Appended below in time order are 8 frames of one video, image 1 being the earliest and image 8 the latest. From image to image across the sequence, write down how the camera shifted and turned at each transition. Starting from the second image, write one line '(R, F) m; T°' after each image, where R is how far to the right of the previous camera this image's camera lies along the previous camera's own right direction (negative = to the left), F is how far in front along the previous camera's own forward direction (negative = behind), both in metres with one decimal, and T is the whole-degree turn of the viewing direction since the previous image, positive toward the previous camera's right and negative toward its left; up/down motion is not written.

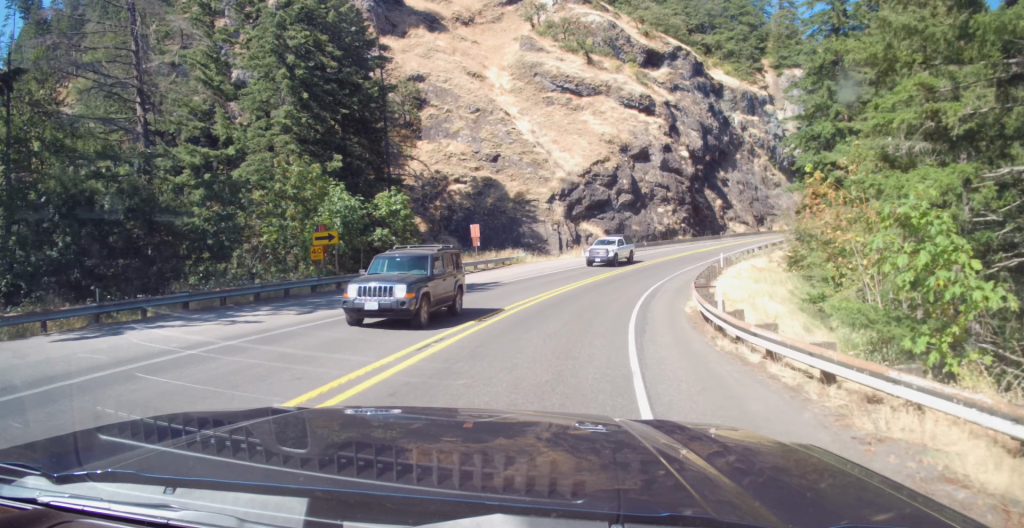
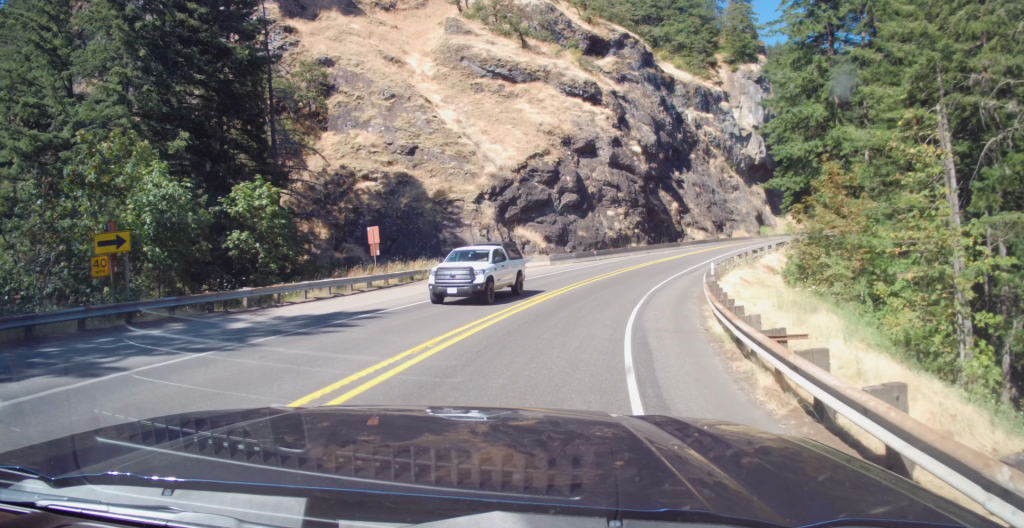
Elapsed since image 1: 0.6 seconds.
(0.0, +11.8) m; 0°
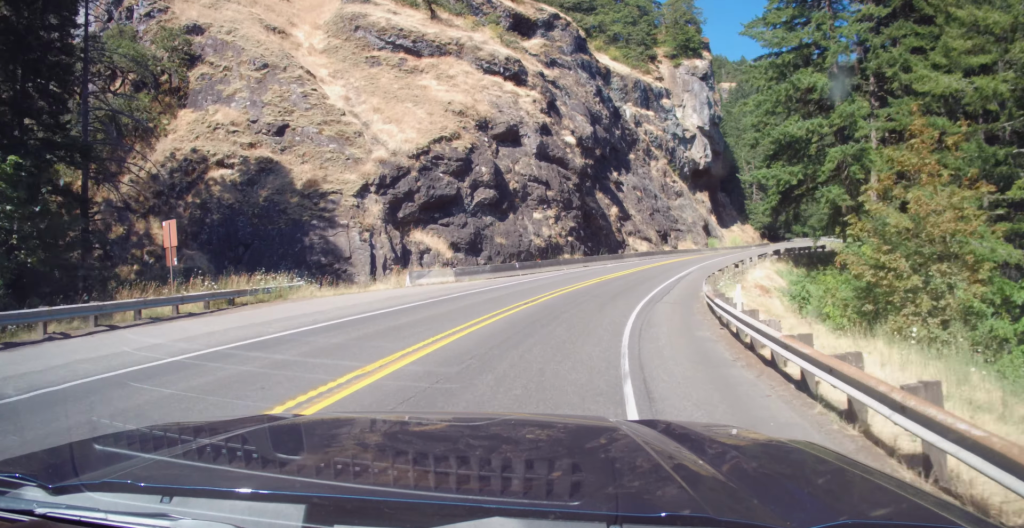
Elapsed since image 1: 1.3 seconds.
(0.0, +13.3) m; 0°
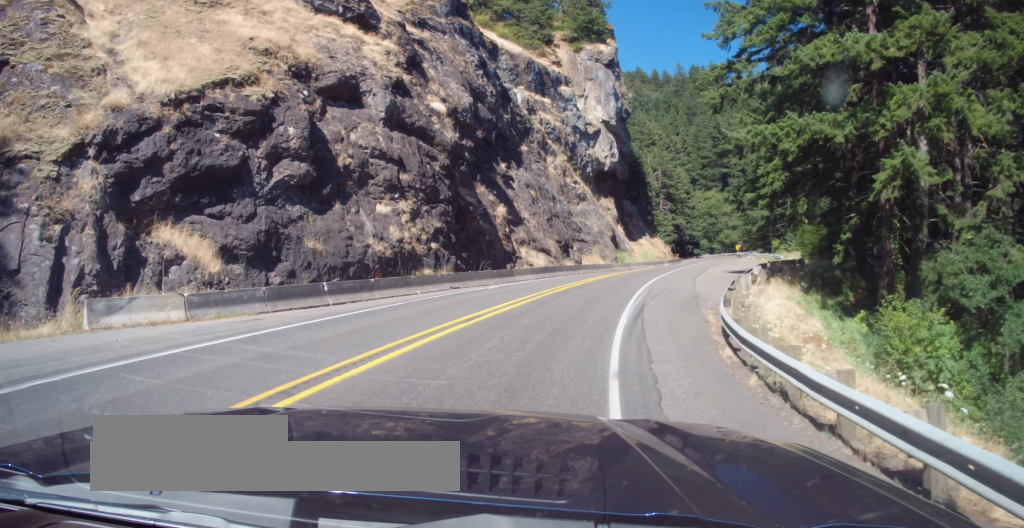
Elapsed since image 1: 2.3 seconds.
(0.0, +17.7) m; 0°
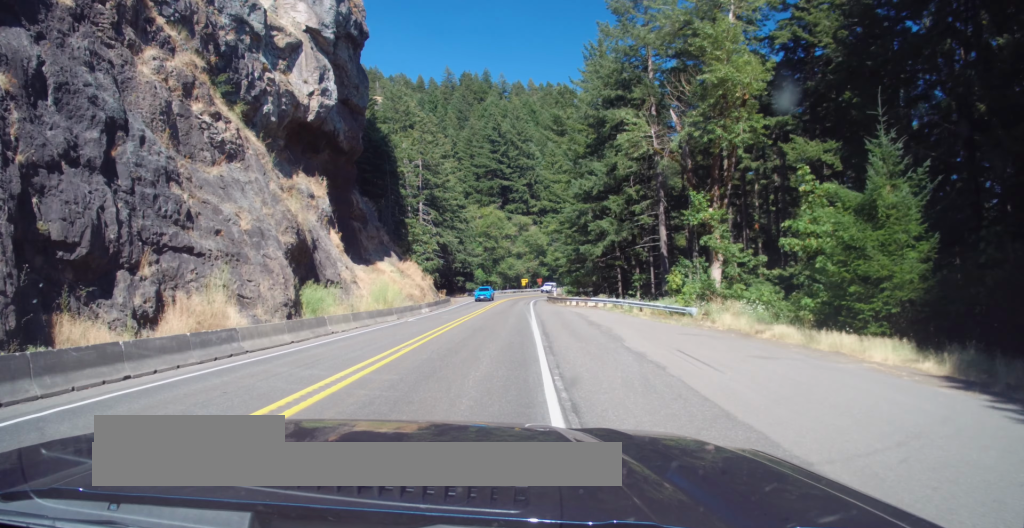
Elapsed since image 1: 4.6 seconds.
(+12.8, +41.6) m; +31°
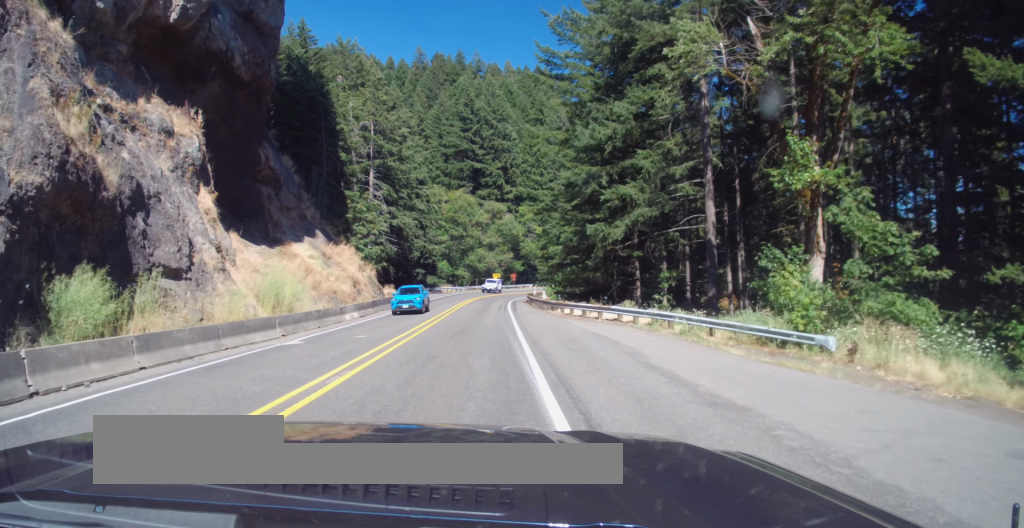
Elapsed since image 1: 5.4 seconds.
(+0.3, +16.9) m; +3°
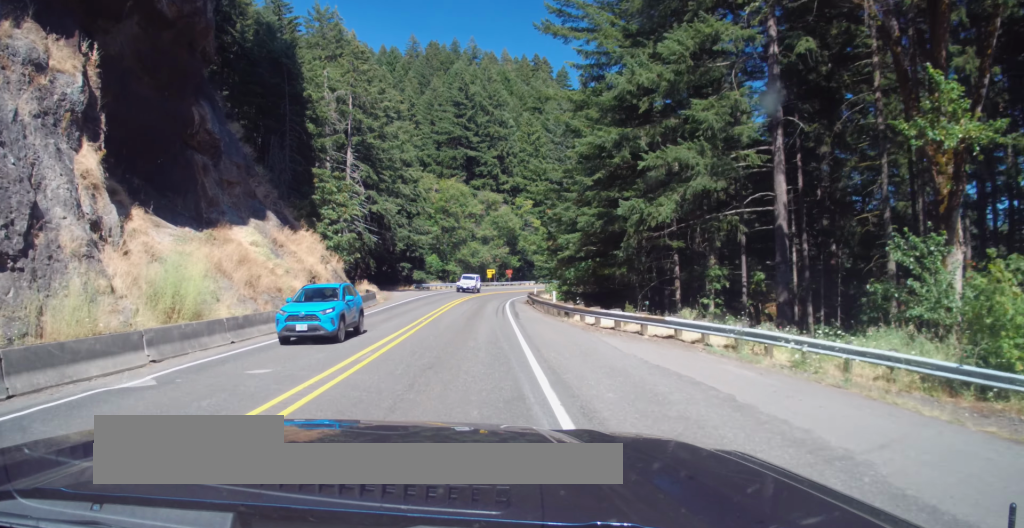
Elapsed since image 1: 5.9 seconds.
(+0.2, +9.0) m; +1°
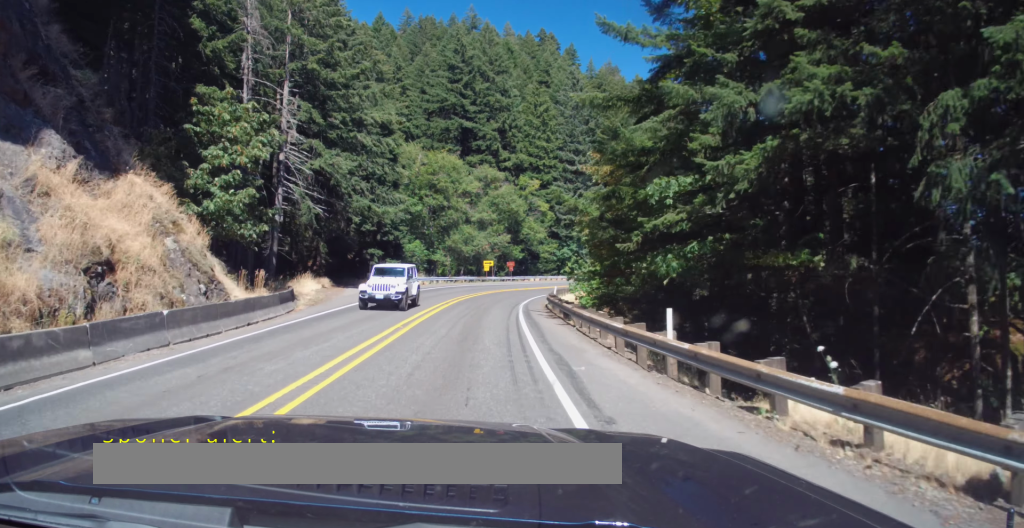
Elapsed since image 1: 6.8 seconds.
(+0.3, +19.7) m; +1°
